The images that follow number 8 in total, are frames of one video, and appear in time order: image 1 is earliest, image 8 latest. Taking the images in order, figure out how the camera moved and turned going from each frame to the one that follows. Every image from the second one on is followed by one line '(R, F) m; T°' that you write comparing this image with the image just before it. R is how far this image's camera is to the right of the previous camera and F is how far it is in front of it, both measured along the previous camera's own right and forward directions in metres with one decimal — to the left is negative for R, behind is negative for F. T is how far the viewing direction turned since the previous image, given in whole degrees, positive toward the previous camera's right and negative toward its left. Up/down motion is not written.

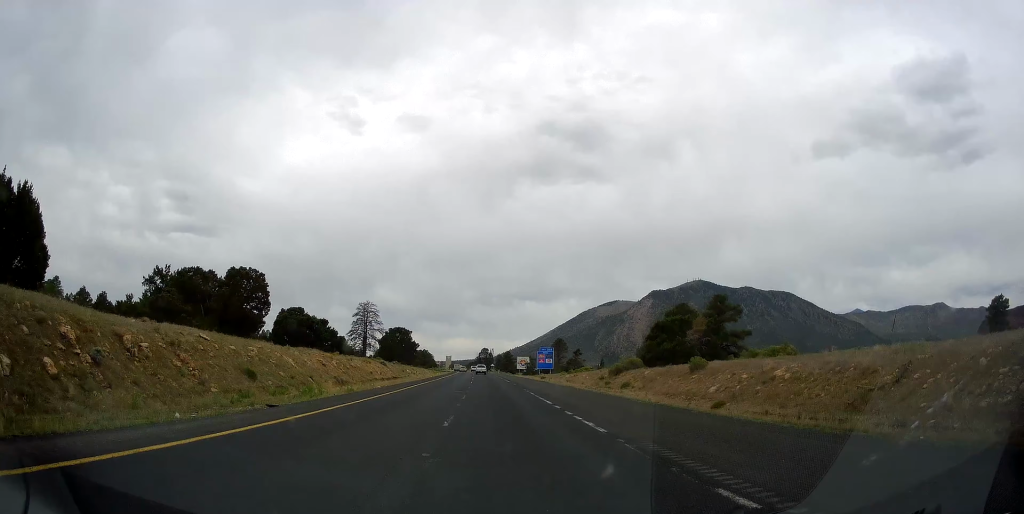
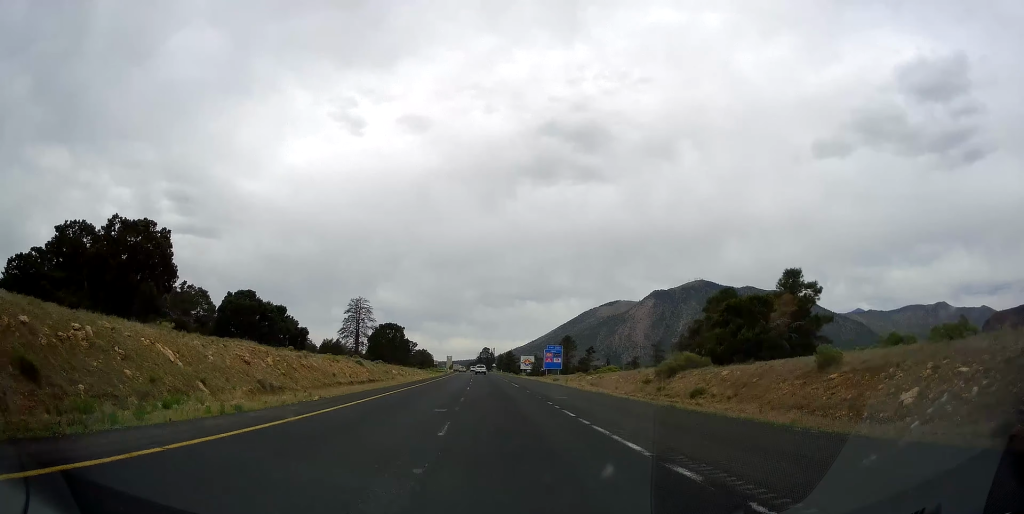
(+0.3, +14.0) m; 0°
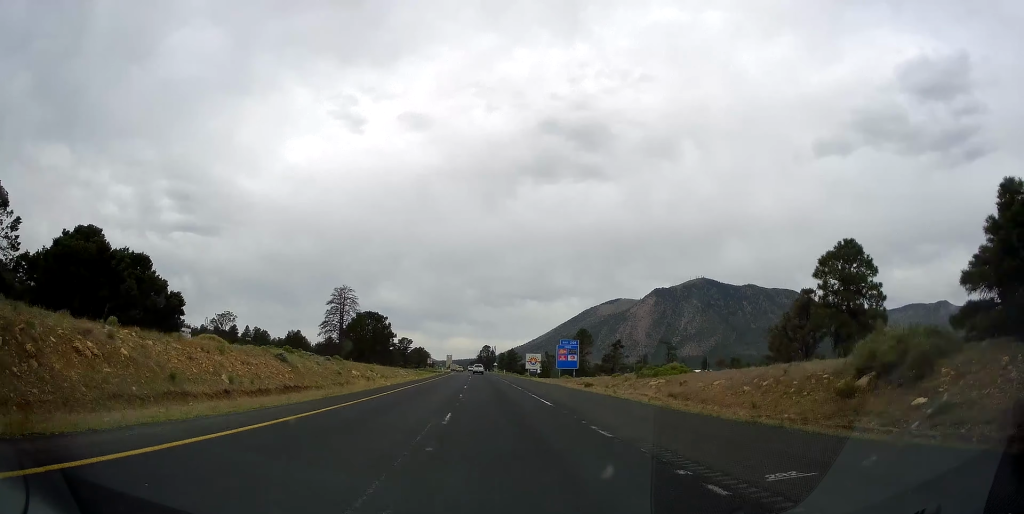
(+0.1, +22.0) m; 0°
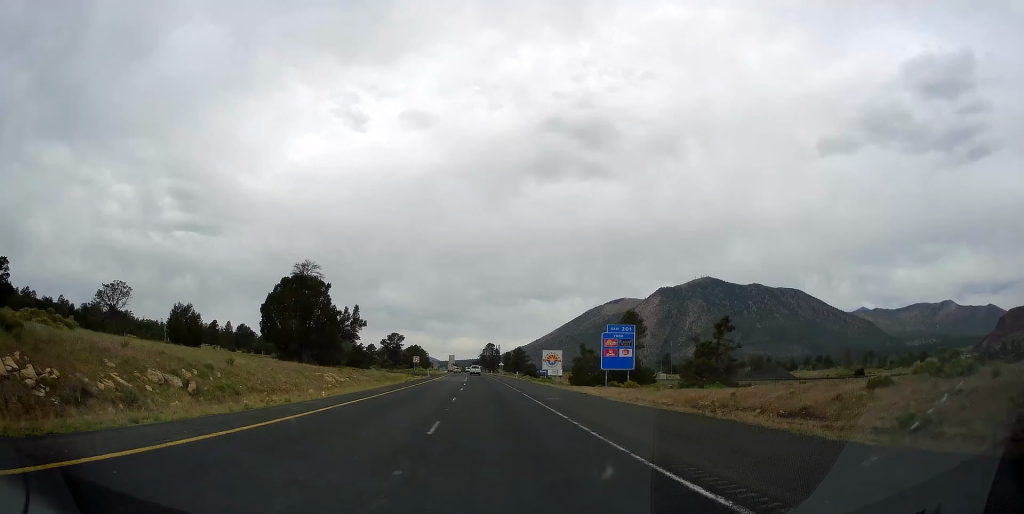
(-0.1, +39.0) m; 0°
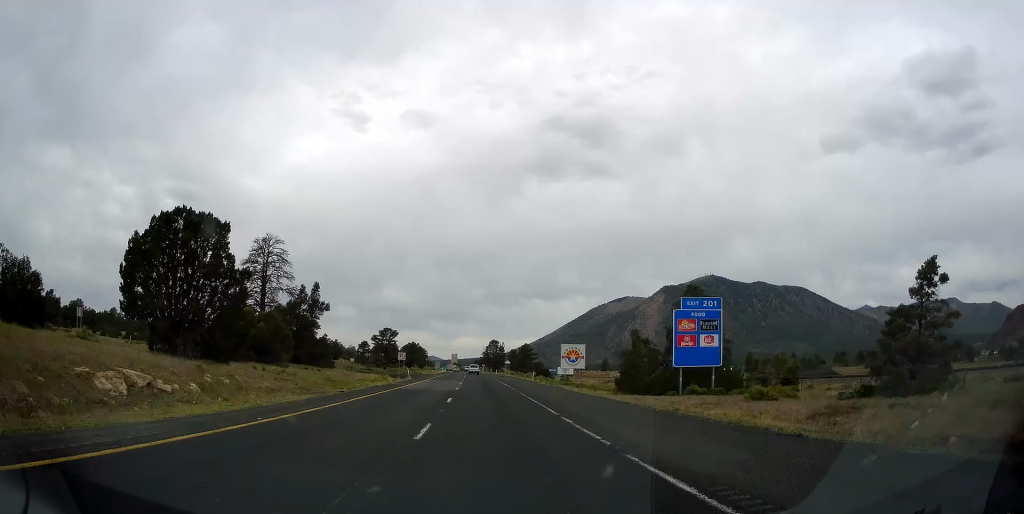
(-0.1, +25.9) m; 0°
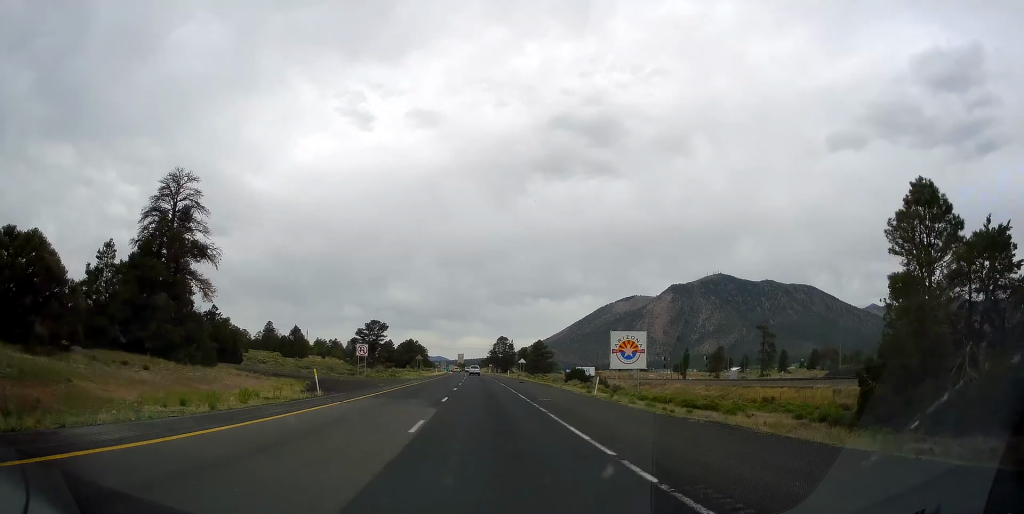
(-0.2, +35.6) m; 0°
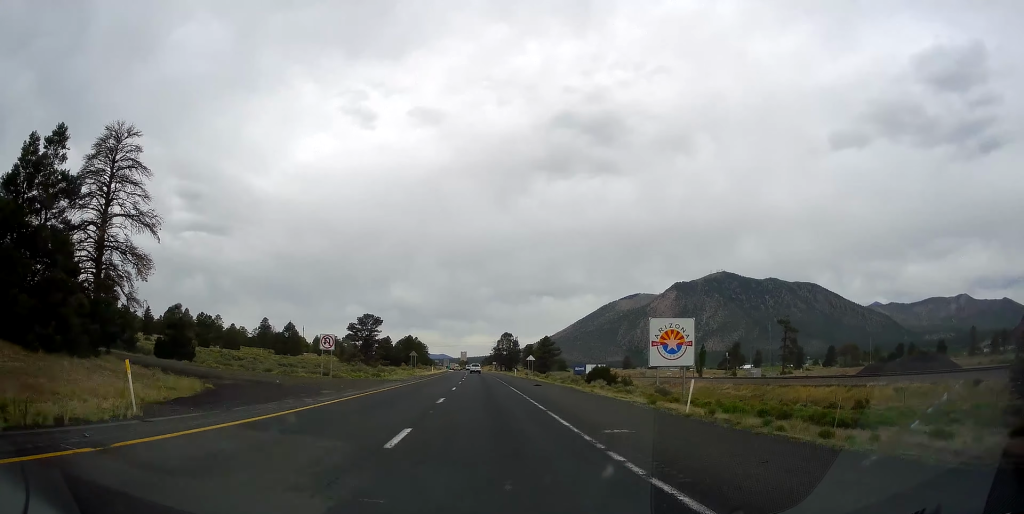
(0.0, +14.8) m; 0°
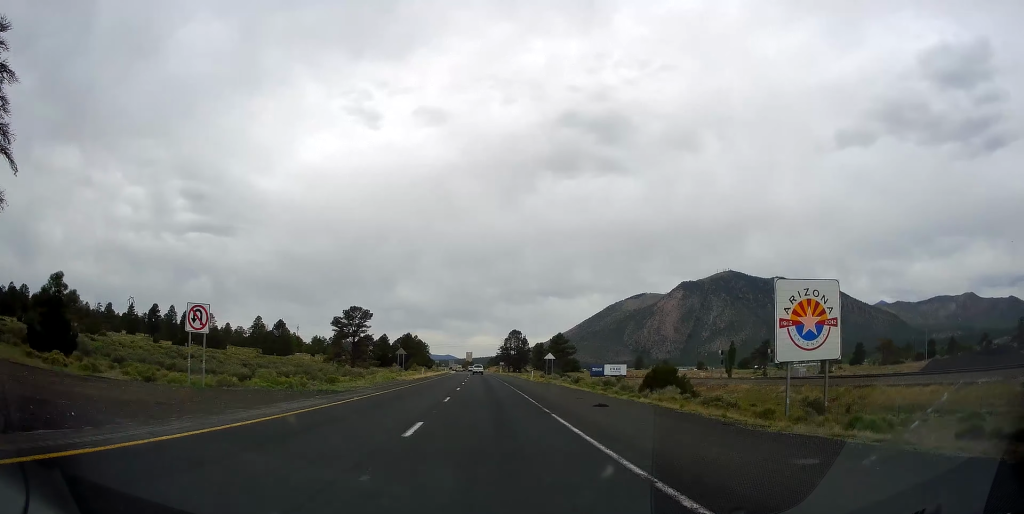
(-0.1, +22.8) m; -1°
